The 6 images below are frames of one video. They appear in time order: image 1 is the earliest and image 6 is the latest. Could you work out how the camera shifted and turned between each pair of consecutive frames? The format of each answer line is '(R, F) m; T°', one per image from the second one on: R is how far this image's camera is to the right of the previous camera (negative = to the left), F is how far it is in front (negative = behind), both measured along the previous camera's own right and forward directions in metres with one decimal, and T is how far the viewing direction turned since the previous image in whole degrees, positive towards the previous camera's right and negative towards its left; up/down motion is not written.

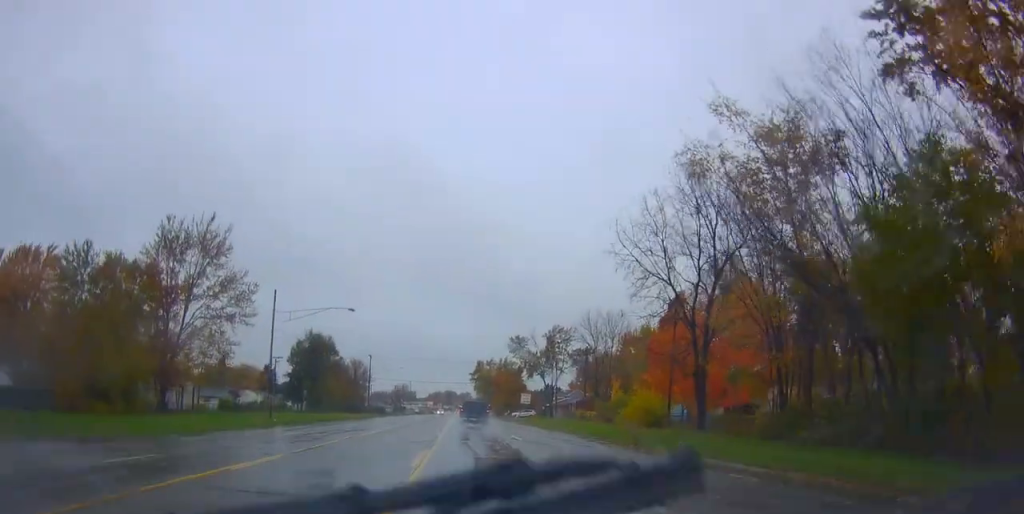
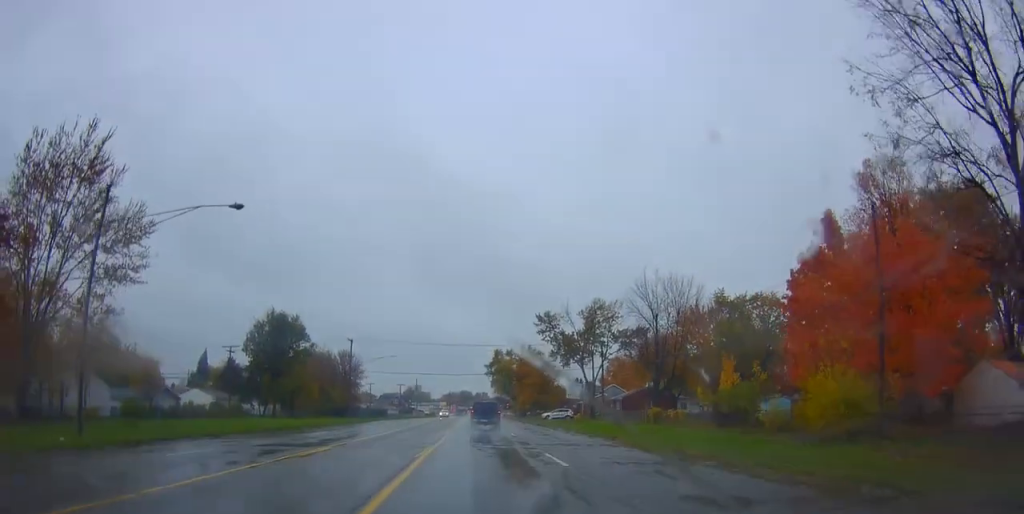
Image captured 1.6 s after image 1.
(-0.2, +26.0) m; -2°
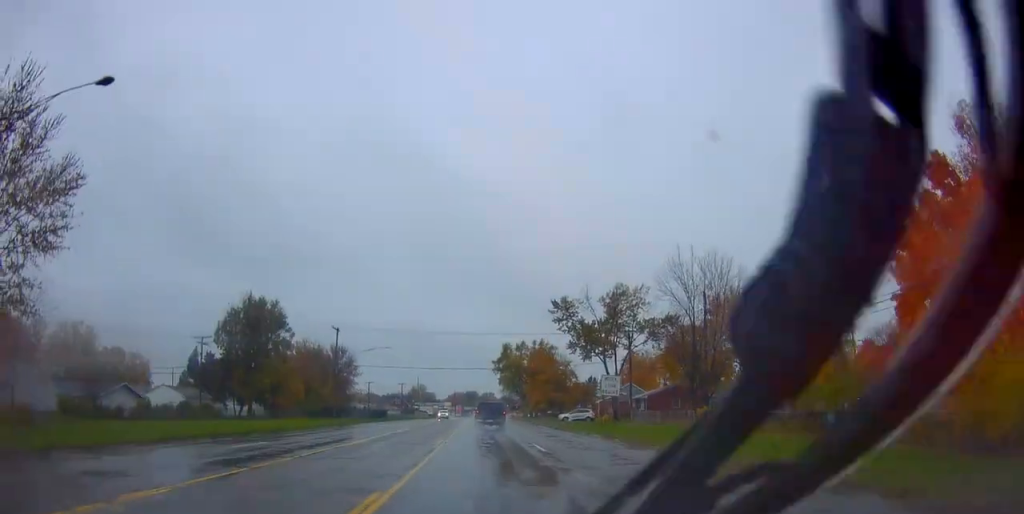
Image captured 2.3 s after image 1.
(-0.2, +10.7) m; -1°
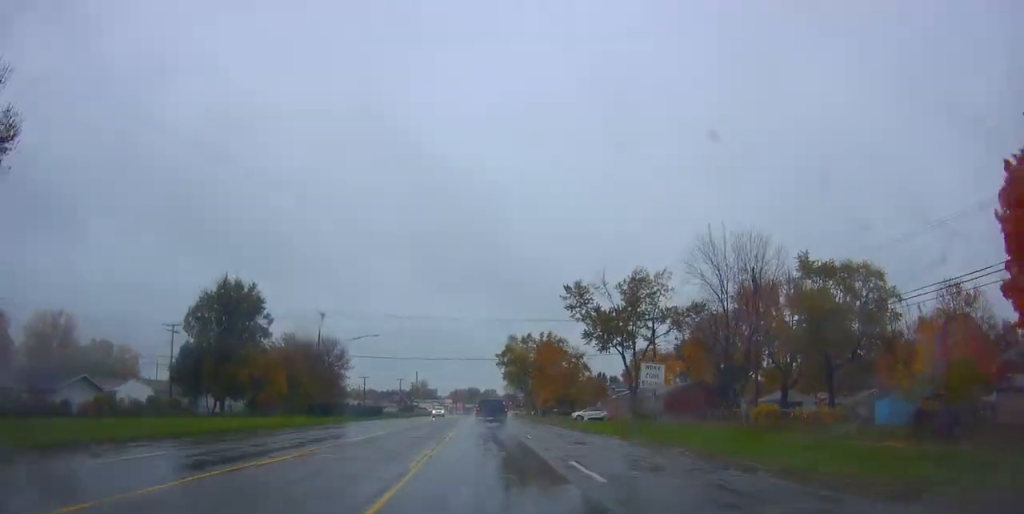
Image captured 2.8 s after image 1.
(0.0, +8.0) m; 0°
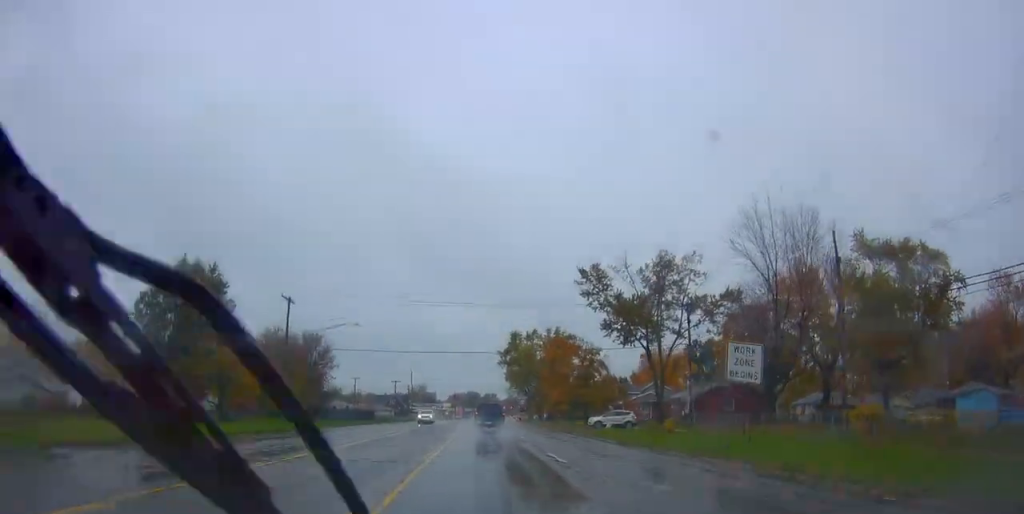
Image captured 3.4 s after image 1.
(0.0, +9.5) m; 0°
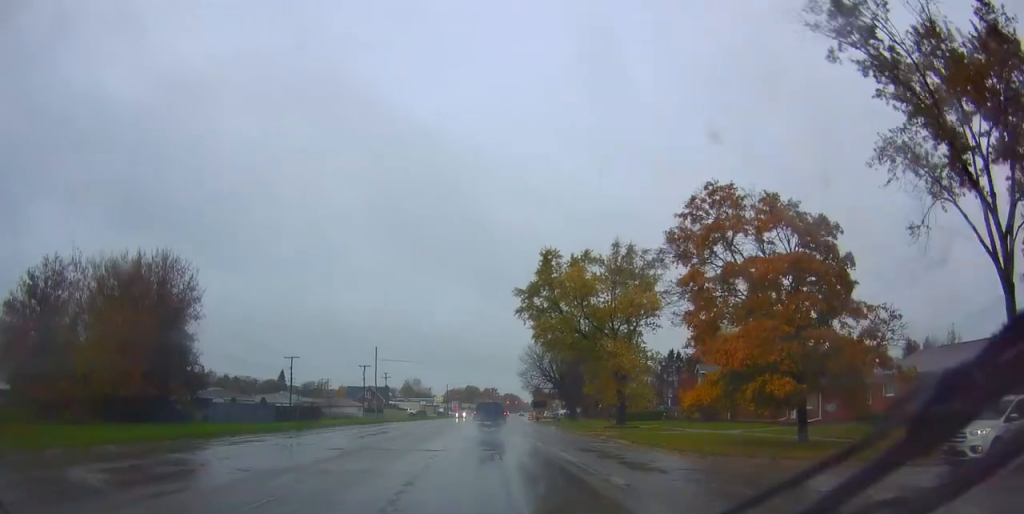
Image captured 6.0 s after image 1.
(+0.5, +41.9) m; 0°
